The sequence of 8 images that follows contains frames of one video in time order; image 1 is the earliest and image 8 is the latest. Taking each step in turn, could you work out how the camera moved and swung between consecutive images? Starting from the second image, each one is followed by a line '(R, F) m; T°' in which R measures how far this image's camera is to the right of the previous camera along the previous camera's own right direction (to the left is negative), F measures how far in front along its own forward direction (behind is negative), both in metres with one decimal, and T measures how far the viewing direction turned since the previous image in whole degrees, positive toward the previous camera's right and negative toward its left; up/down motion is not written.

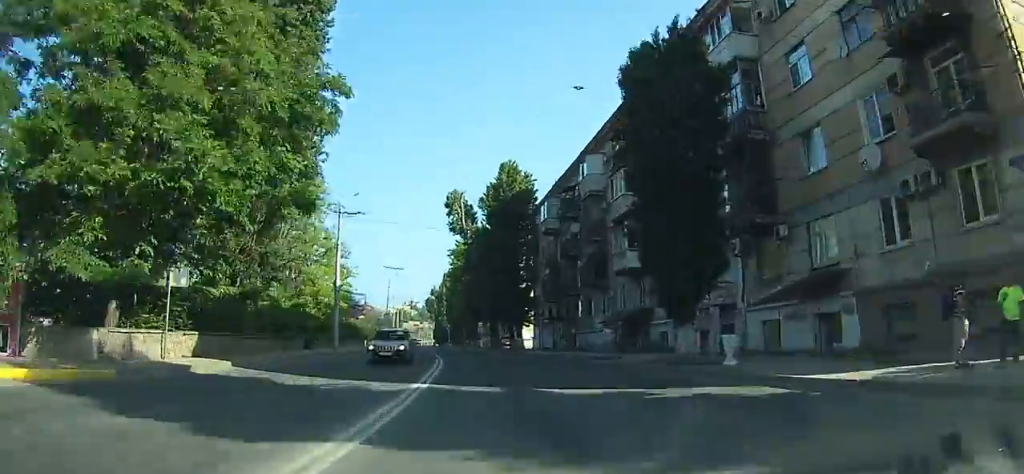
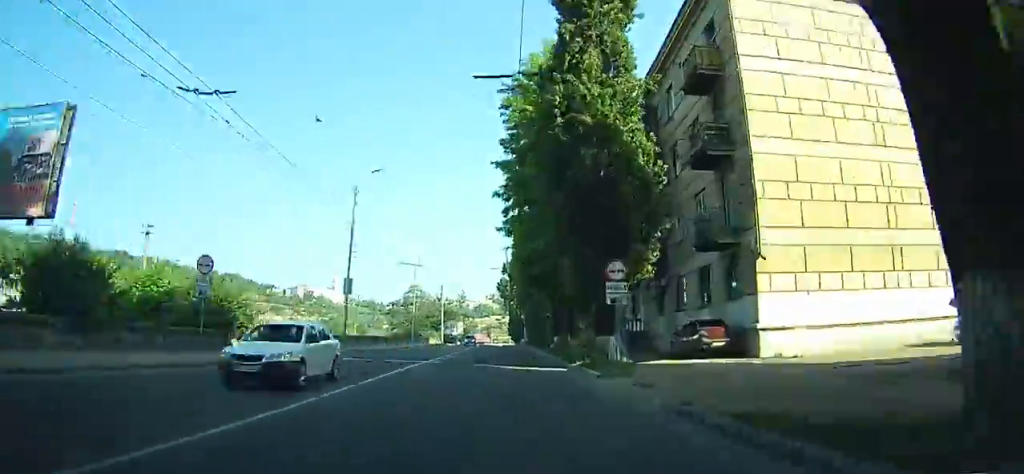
(-5.6, +60.2) m; -8°
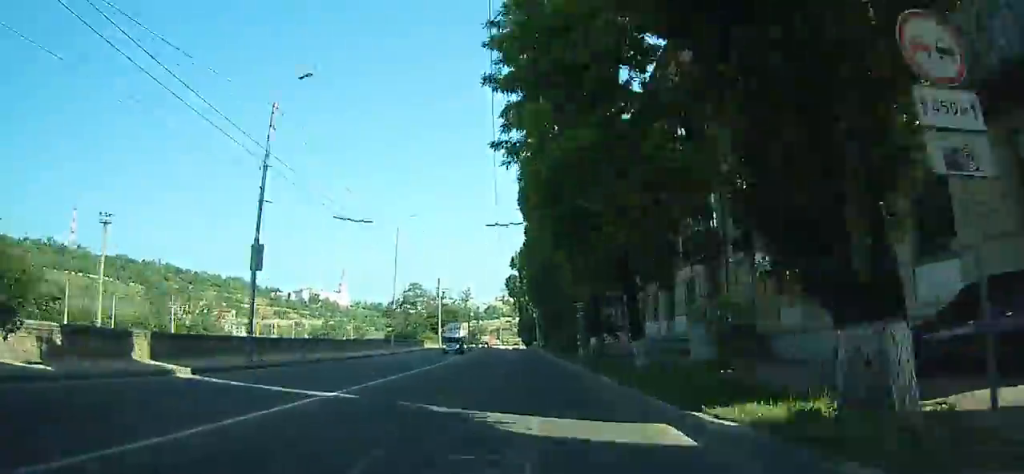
(-0.1, +15.4) m; -1°
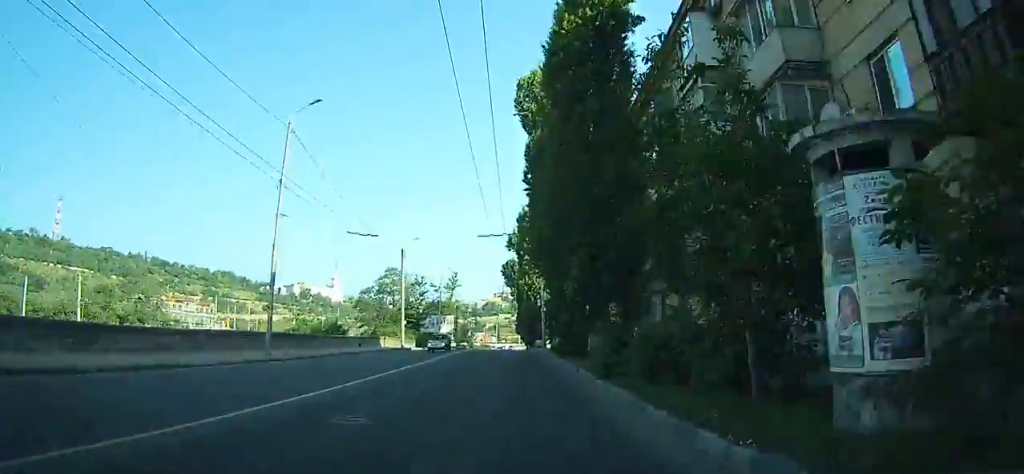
(-0.4, +25.4) m; -1°
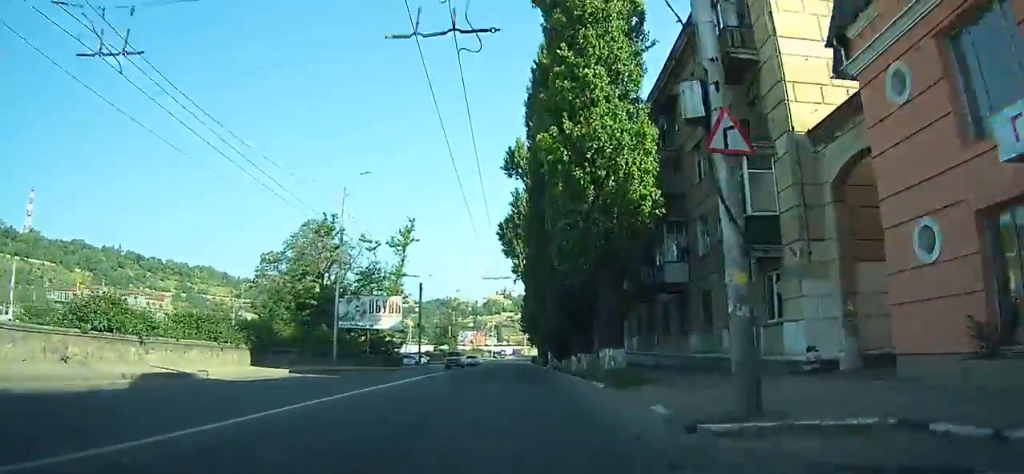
(-0.7, +50.5) m; -2°
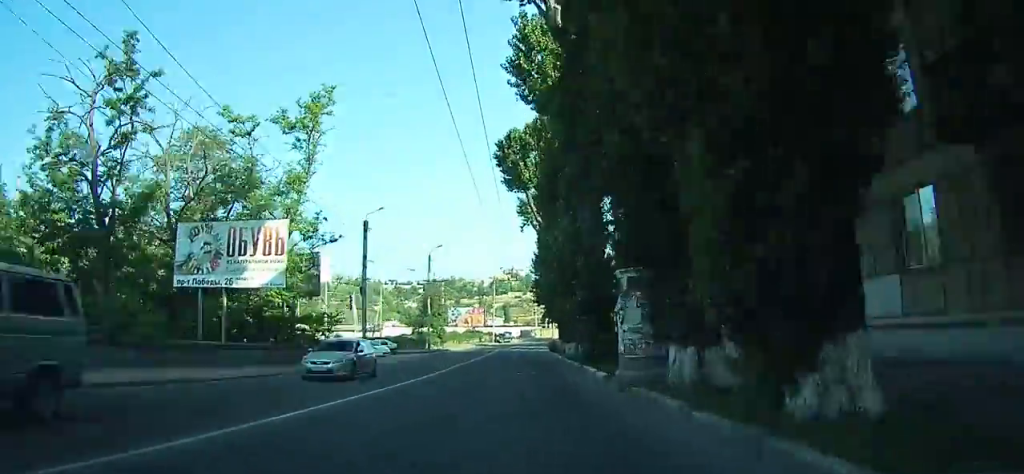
(-0.4, +28.6) m; 0°
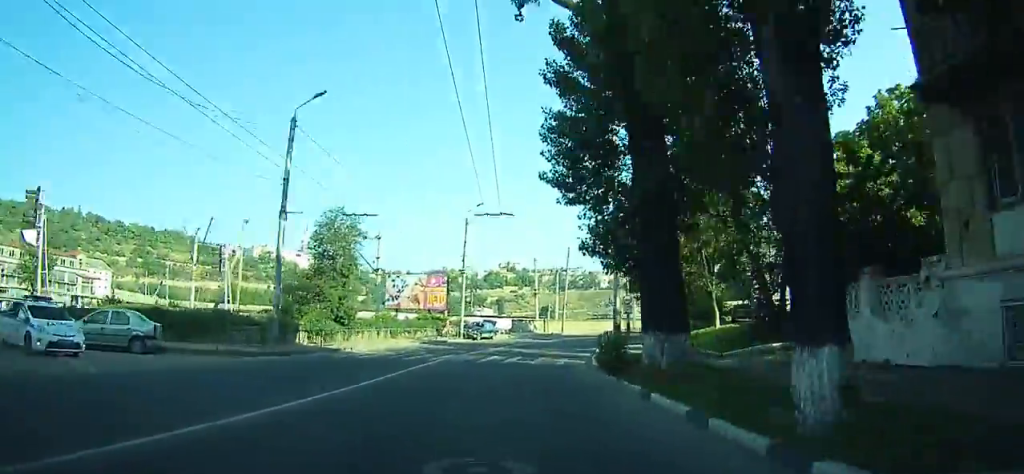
(+0.5, +37.6) m; +3°
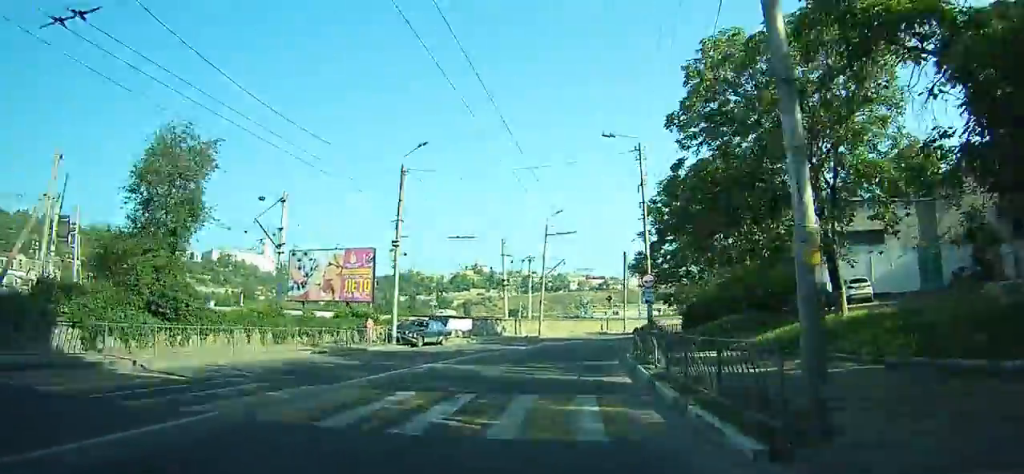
(+0.2, +15.3) m; +3°
